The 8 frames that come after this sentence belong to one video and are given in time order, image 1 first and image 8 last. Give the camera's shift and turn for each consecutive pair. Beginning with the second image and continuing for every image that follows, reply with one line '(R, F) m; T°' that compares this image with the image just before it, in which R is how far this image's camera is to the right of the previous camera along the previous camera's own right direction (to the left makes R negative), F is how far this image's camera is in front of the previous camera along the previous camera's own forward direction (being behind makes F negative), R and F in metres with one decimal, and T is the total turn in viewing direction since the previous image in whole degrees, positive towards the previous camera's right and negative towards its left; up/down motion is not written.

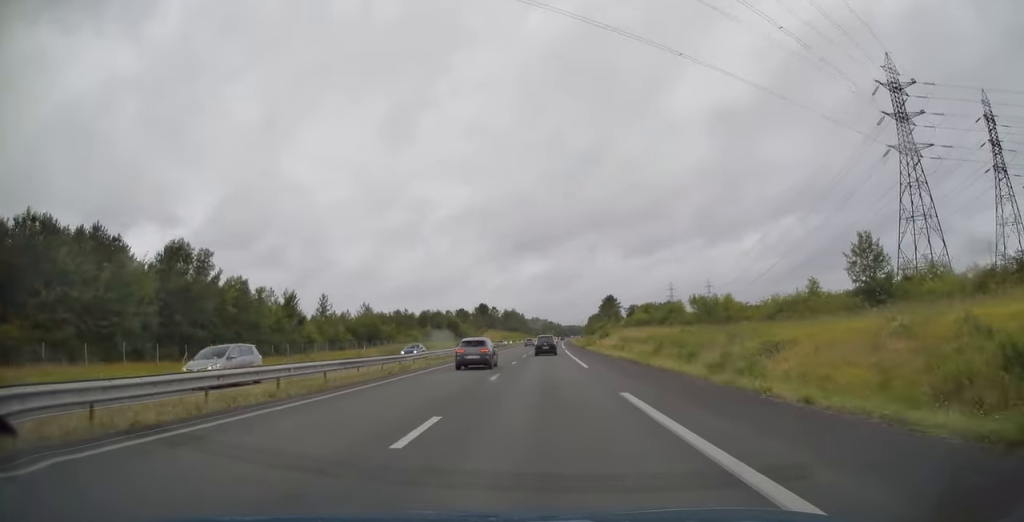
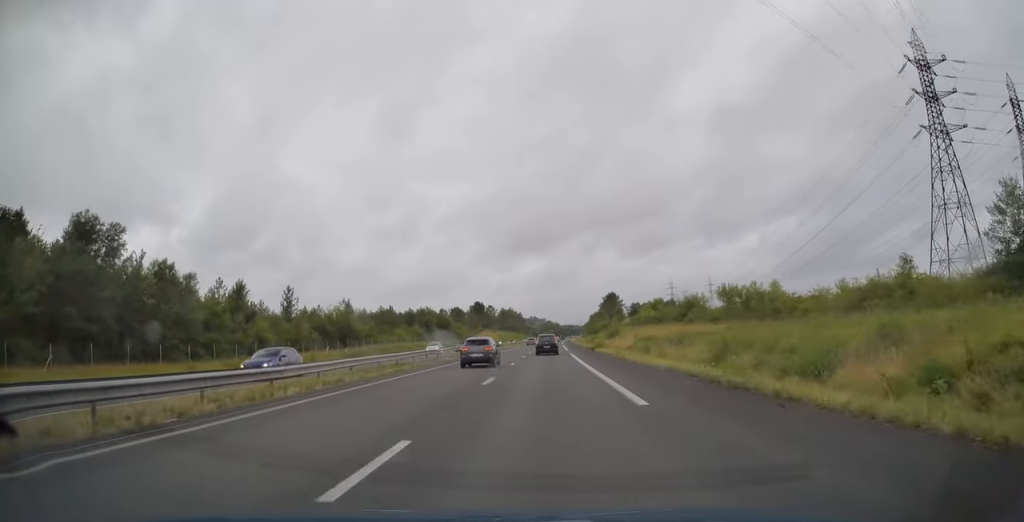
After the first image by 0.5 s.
(+0.1, +15.6) m; 0°
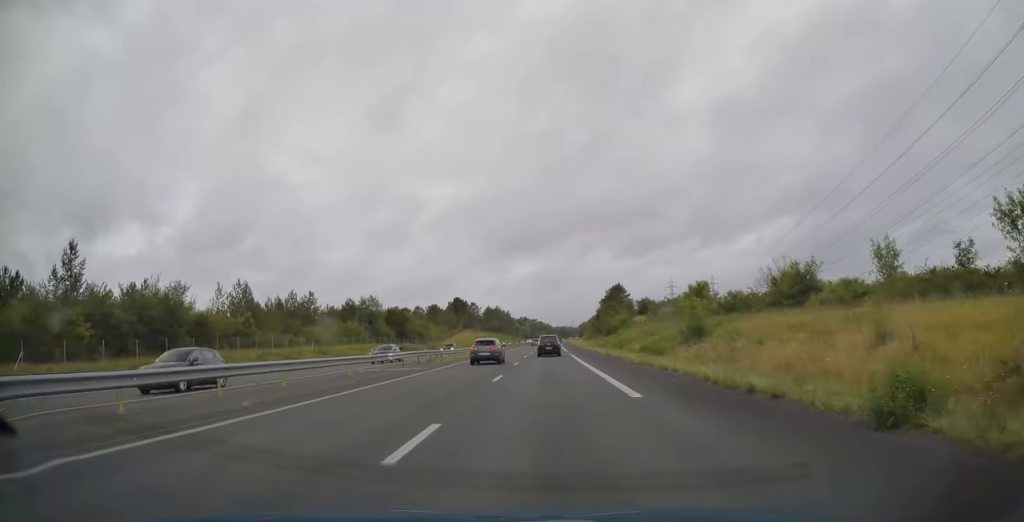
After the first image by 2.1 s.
(+0.2, +50.8) m; +1°
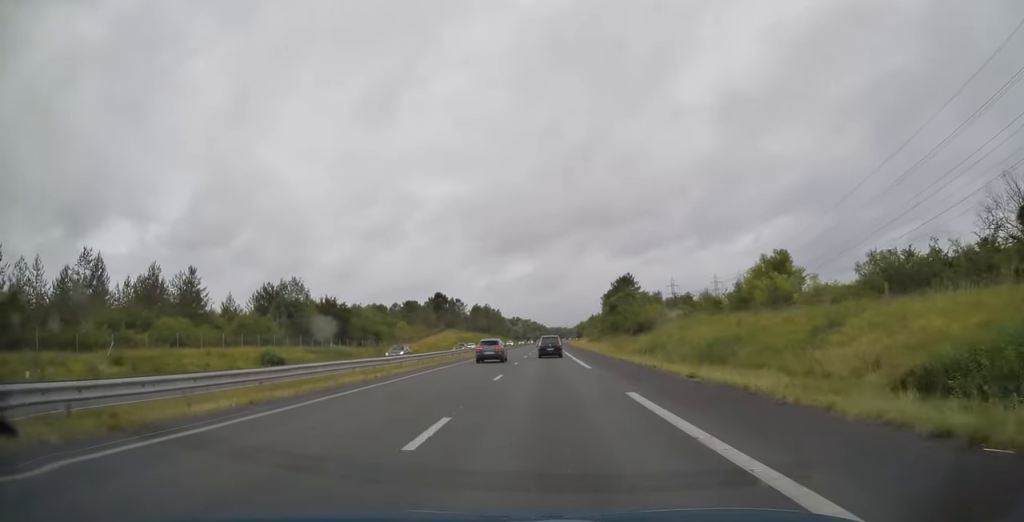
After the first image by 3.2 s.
(+0.2, +38.3) m; 0°
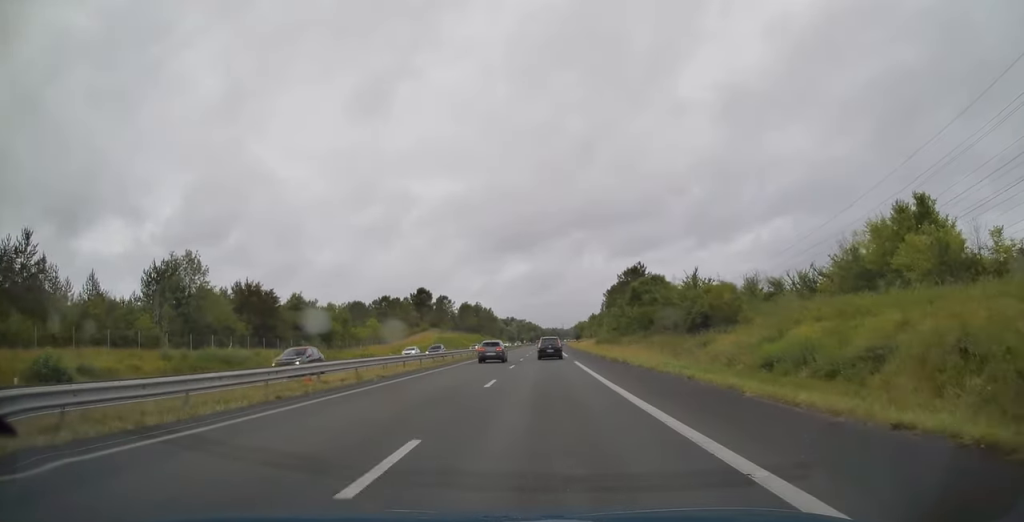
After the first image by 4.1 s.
(+0.1, +28.5) m; 0°
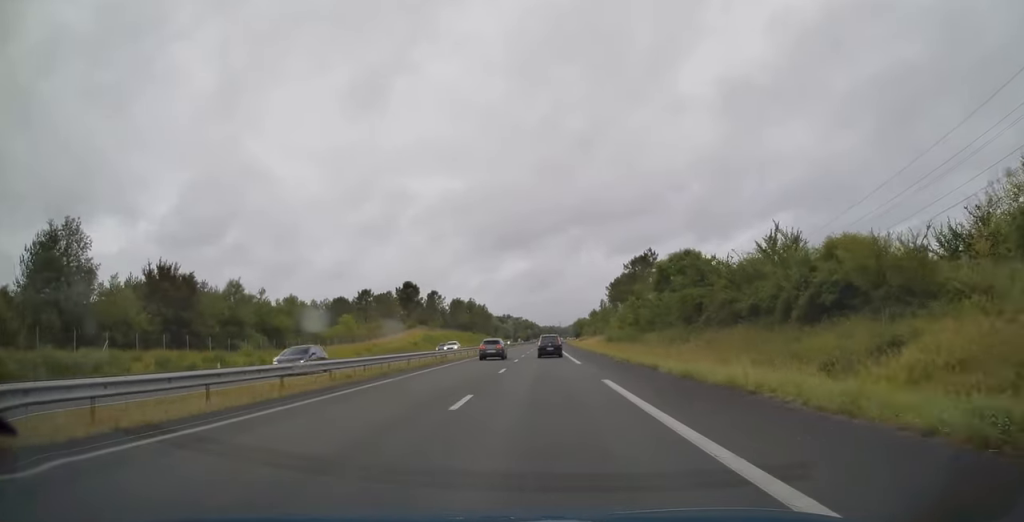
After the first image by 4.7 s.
(+0.1, +19.4) m; 0°
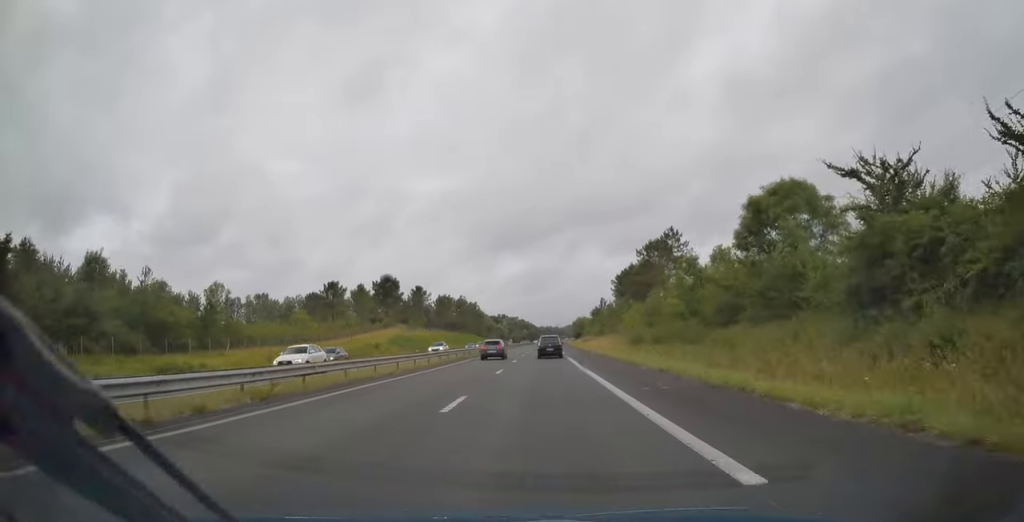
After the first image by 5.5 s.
(+0.1, +26.4) m; 0°
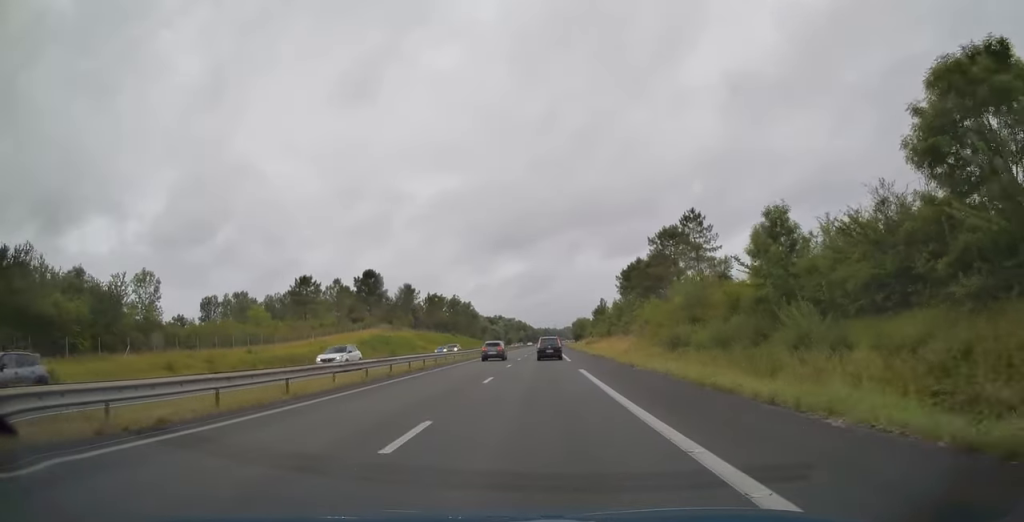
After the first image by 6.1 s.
(0.0, +17.2) m; 0°
